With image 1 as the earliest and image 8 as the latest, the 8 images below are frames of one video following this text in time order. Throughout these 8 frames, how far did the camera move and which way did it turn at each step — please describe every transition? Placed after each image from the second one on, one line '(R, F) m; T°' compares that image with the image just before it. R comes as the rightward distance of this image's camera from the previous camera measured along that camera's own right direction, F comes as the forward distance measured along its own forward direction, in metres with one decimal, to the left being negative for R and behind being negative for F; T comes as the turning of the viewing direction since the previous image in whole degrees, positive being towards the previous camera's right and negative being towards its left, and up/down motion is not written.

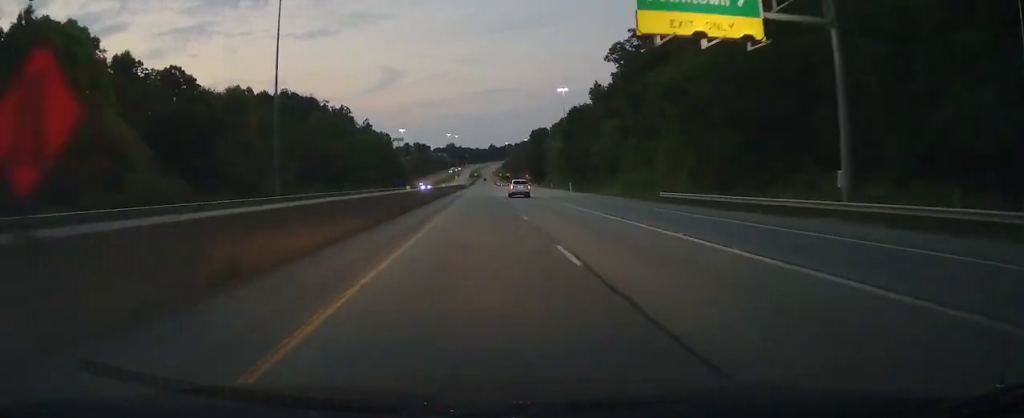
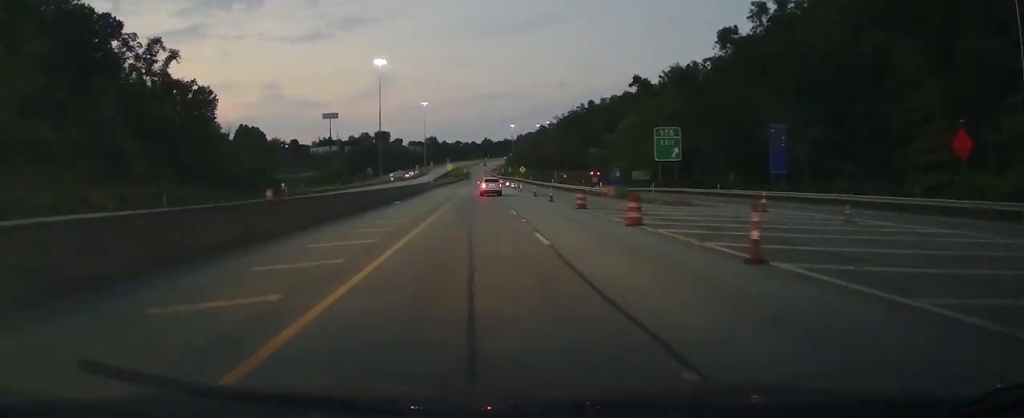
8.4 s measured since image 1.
(+1.3, +265.1) m; 0°
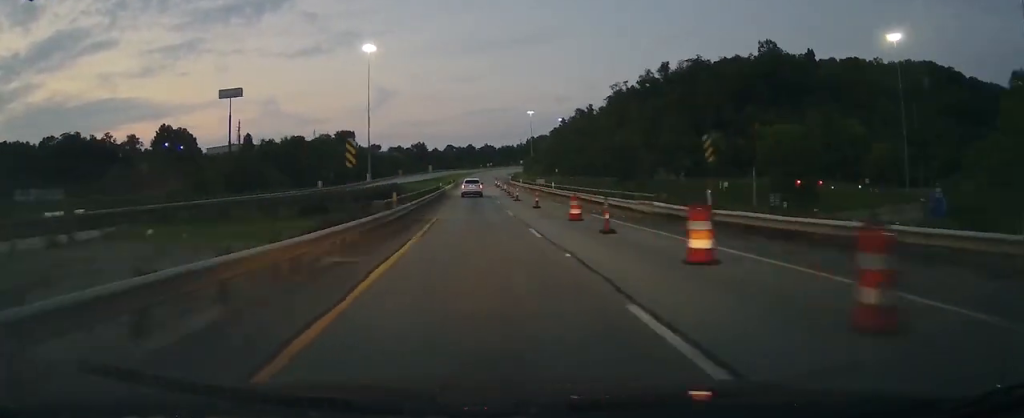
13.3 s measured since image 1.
(-0.6, +153.7) m; 0°
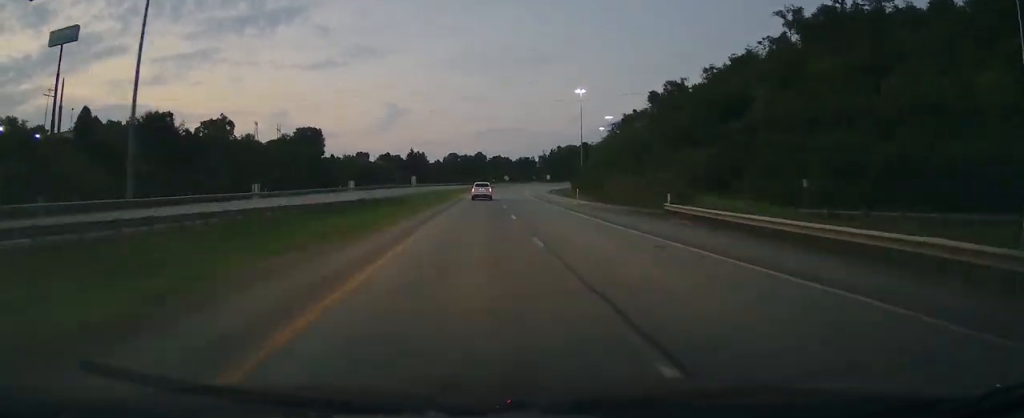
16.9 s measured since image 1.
(-0.1, +110.2) m; +3°
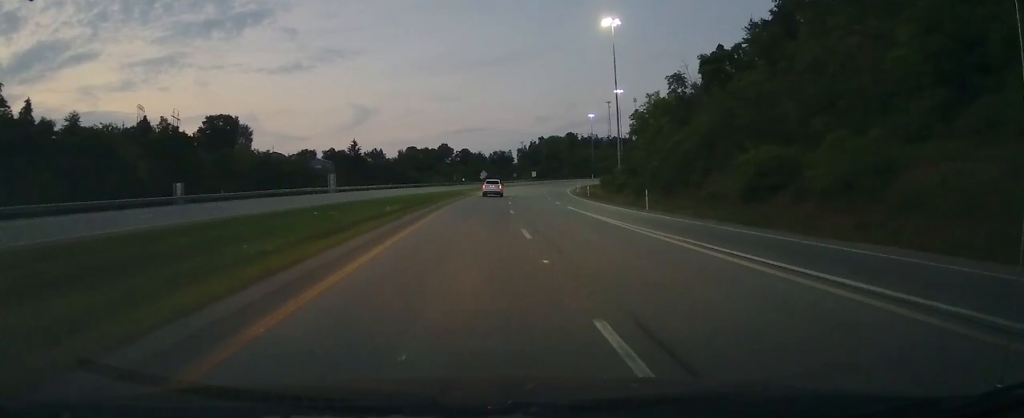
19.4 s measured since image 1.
(0.0, +72.4) m; +4°
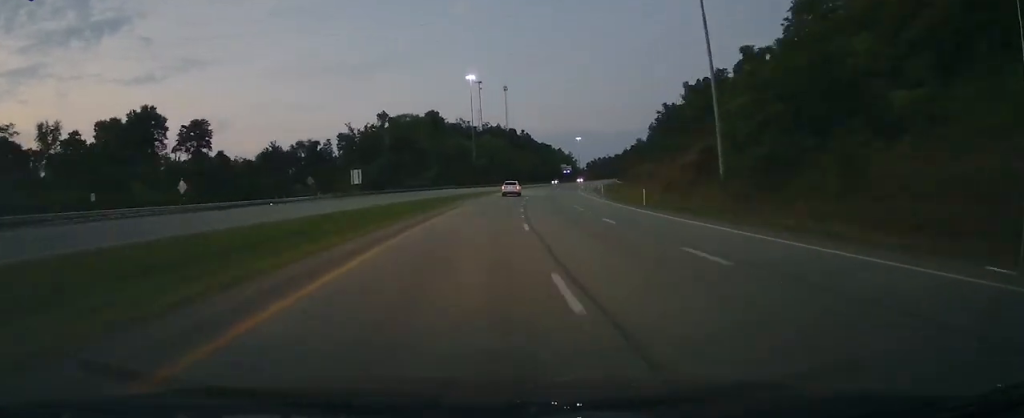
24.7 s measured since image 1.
(+22.8, +157.1) m; +17°
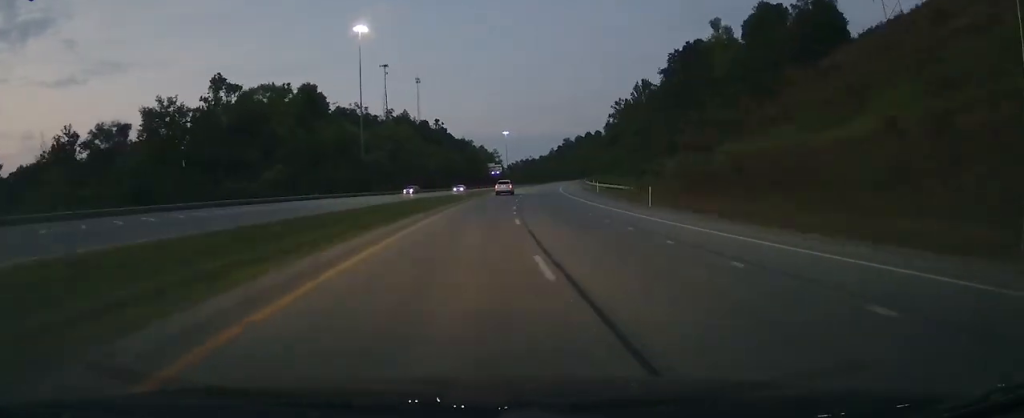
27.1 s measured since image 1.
(+2.7, +71.8) m; +7°
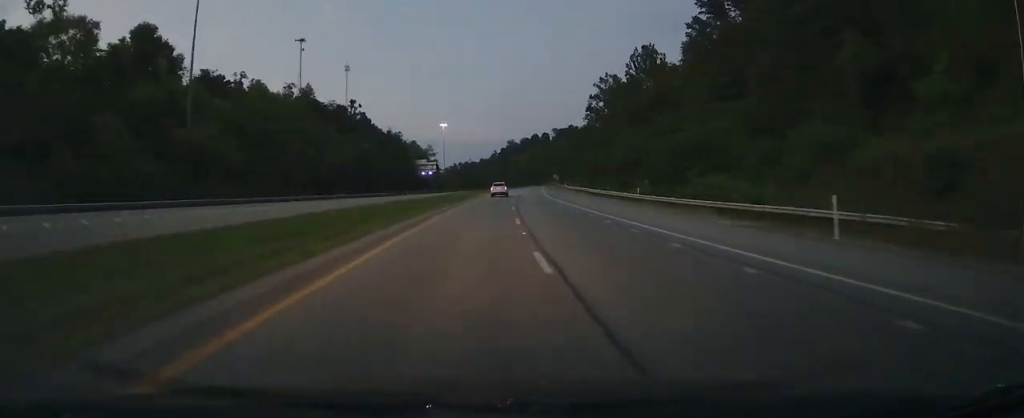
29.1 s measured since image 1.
(+6.3, +60.7) m; +4°
